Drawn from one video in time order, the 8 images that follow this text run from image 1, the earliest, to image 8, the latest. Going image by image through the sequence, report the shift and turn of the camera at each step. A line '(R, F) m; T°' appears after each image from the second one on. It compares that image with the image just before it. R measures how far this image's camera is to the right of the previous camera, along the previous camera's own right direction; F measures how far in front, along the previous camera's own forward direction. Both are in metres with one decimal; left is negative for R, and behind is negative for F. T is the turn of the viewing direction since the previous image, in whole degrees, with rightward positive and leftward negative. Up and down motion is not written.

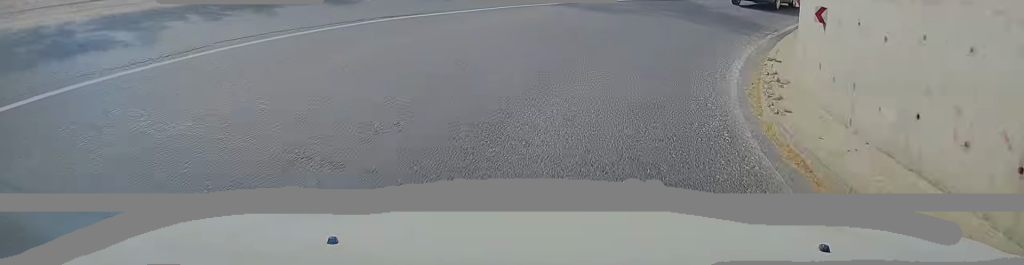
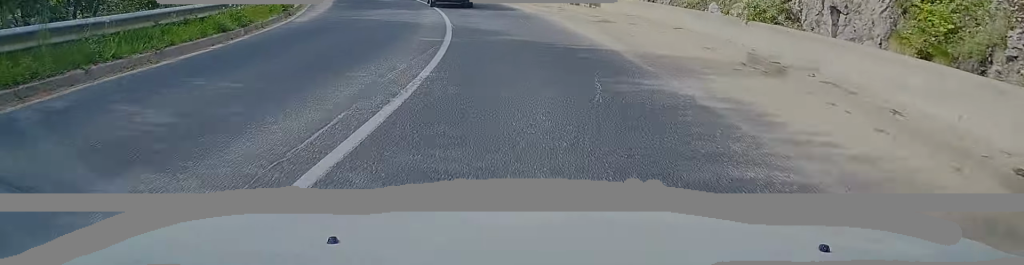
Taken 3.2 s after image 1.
(+17.2, +30.0) m; +43°
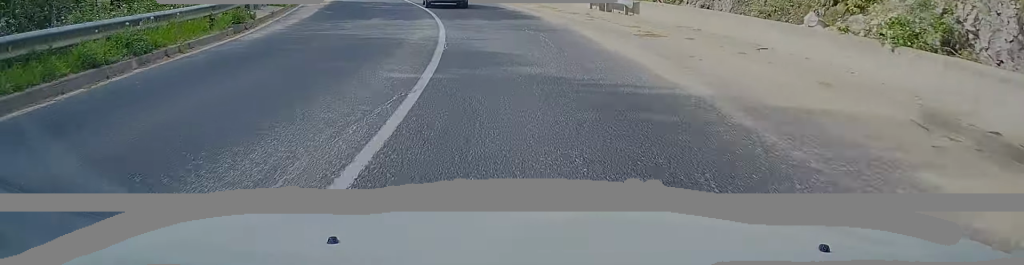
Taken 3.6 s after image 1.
(-0.1, +5.3) m; -2°
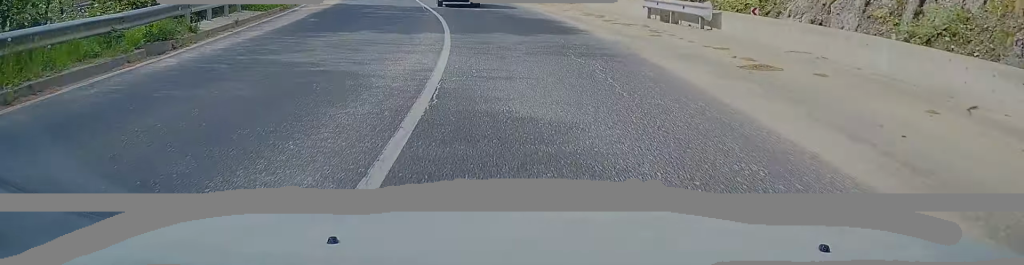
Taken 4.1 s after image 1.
(-0.1, +5.7) m; -3°
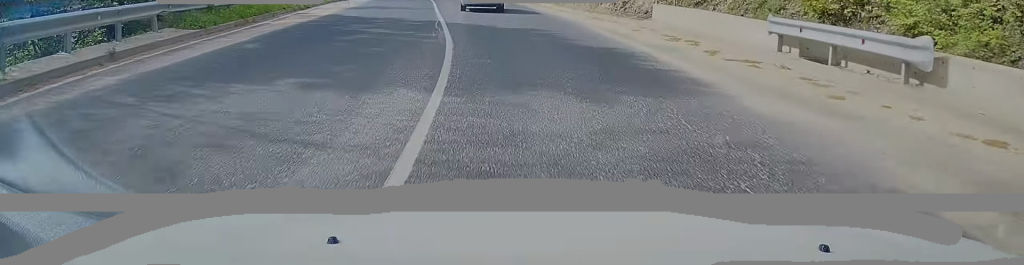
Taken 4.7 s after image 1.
(-0.3, +7.8) m; -4°
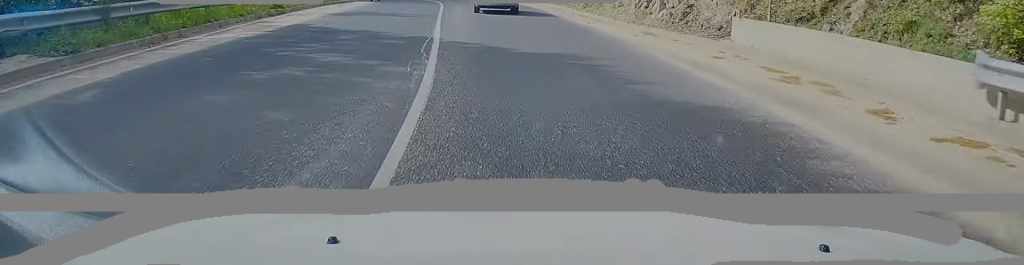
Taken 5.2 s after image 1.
(-0.1, +6.1) m; -3°
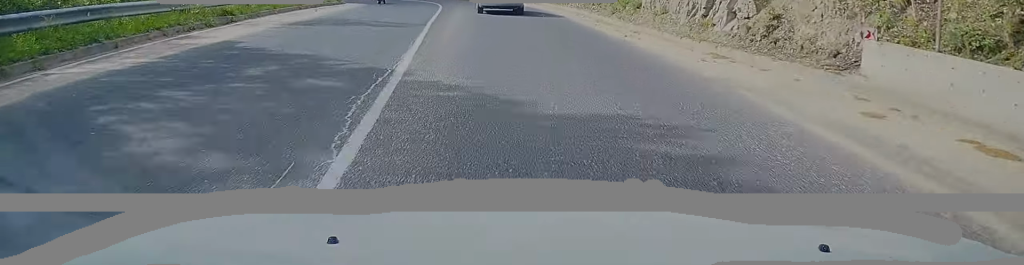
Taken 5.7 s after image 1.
(-0.3, +5.7) m; -2°
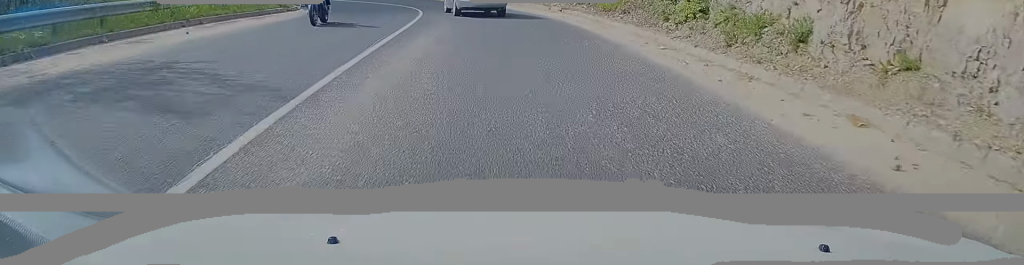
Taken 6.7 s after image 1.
(-0.4, +12.0) m; -2°
